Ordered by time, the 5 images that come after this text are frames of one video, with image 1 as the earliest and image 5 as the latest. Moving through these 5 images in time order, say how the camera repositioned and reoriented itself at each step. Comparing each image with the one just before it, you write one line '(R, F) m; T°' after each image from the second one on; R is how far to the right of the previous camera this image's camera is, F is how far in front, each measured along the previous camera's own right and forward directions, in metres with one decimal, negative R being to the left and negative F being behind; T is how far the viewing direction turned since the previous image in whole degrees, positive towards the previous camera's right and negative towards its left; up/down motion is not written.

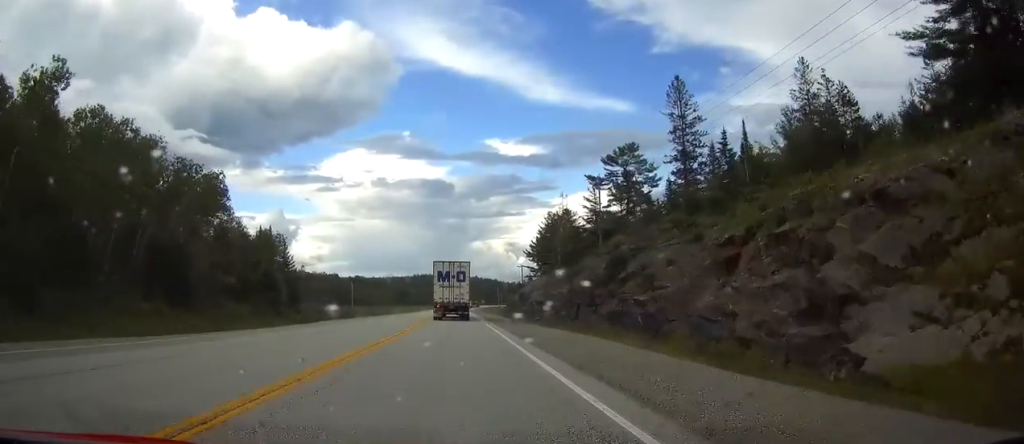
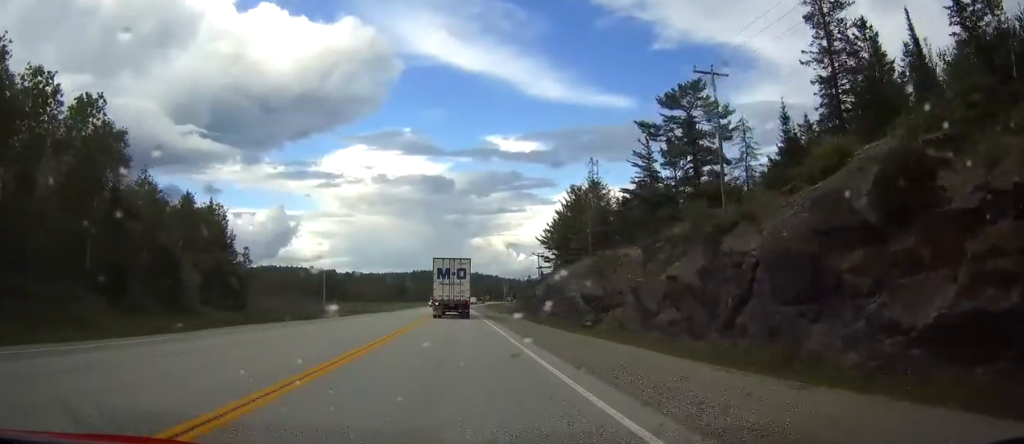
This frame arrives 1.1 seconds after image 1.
(+0.1, +30.0) m; 0°
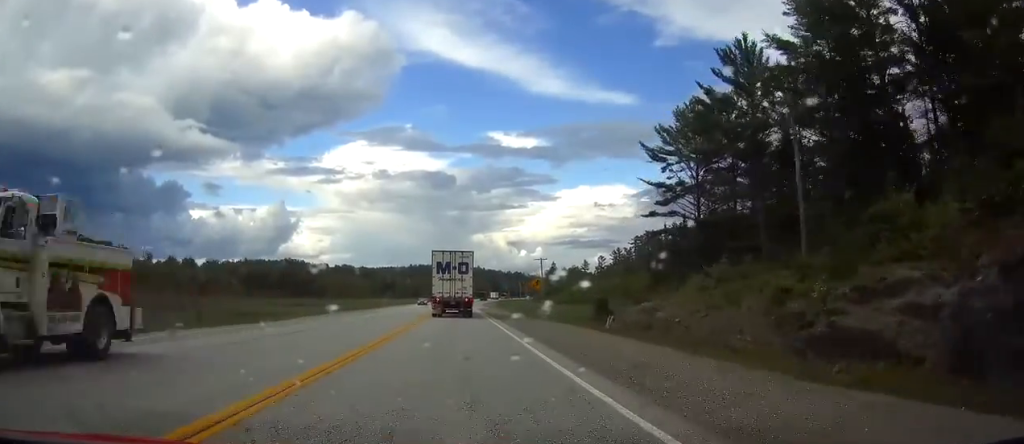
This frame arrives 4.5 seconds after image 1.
(-0.3, +88.5) m; 0°
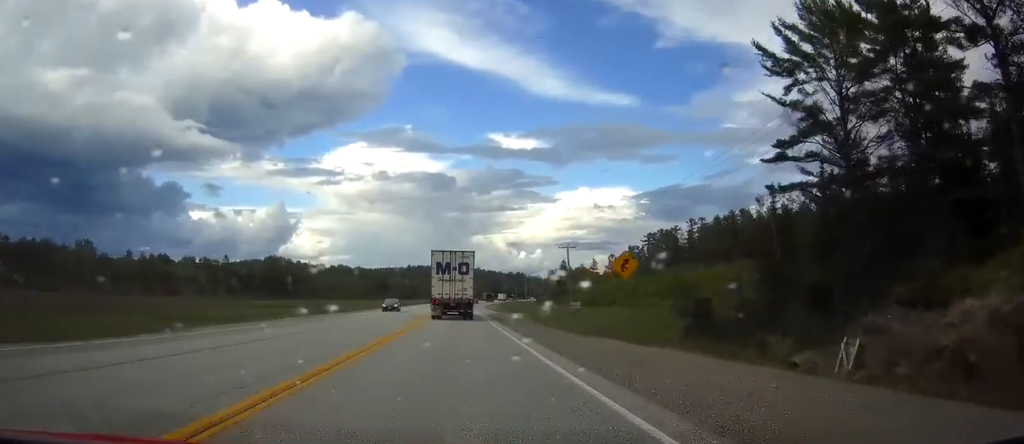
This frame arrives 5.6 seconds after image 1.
(0.0, +27.2) m; 0°
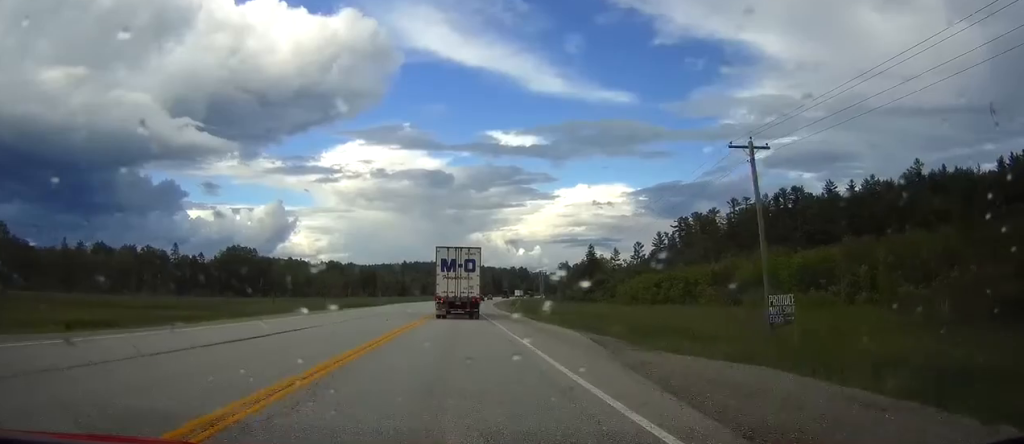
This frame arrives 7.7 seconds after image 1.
(0.0, +53.4) m; 0°
